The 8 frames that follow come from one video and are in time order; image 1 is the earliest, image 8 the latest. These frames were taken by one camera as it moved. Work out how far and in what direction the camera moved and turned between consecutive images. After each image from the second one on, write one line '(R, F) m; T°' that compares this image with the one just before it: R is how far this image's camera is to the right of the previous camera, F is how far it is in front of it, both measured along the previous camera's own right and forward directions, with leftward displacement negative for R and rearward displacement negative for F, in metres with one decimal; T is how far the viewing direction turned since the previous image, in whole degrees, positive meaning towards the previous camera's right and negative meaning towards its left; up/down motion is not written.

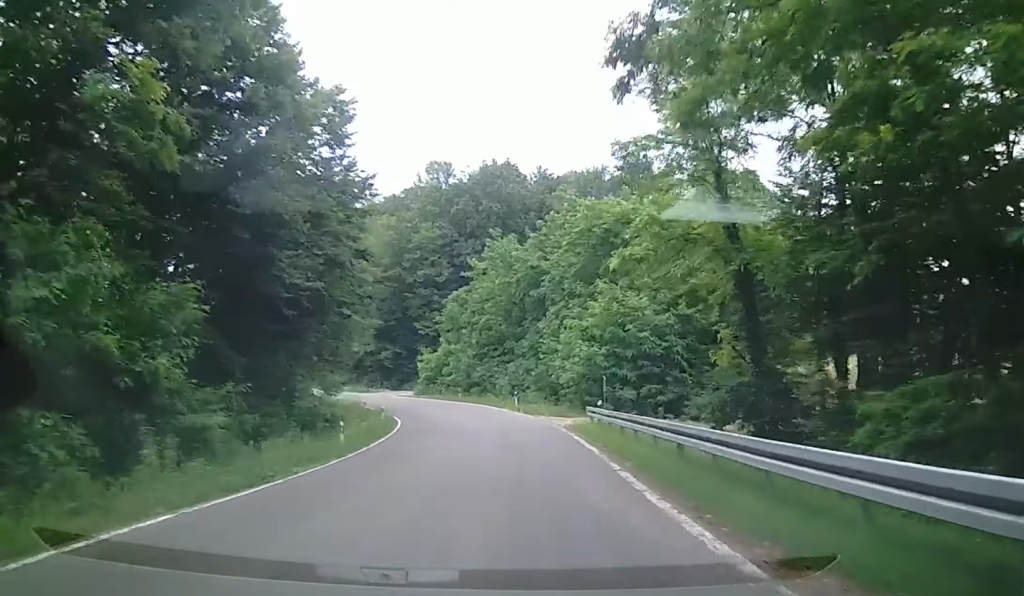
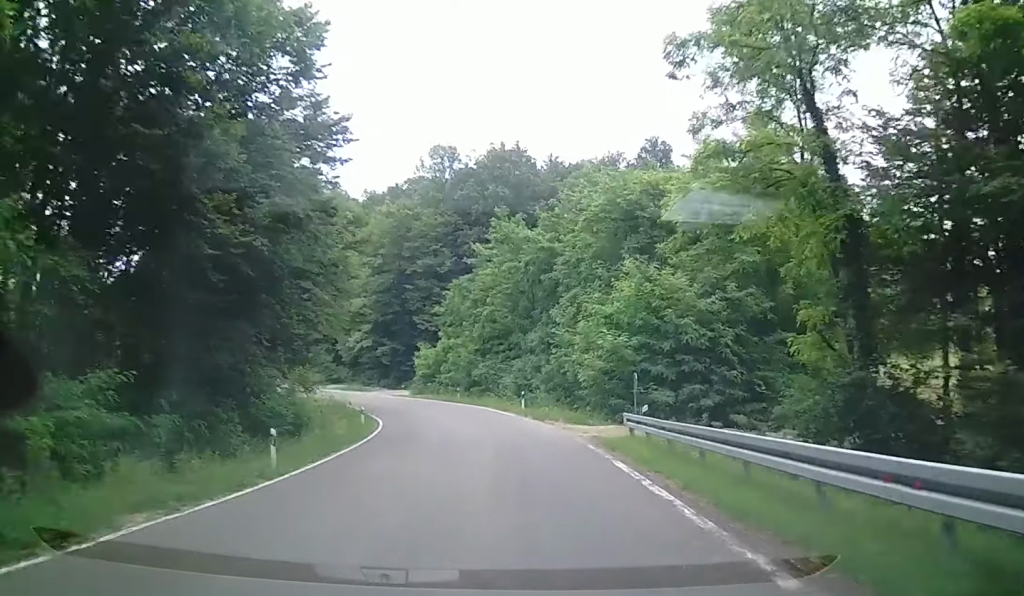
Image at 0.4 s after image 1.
(-0.5, +7.3) m; -4°
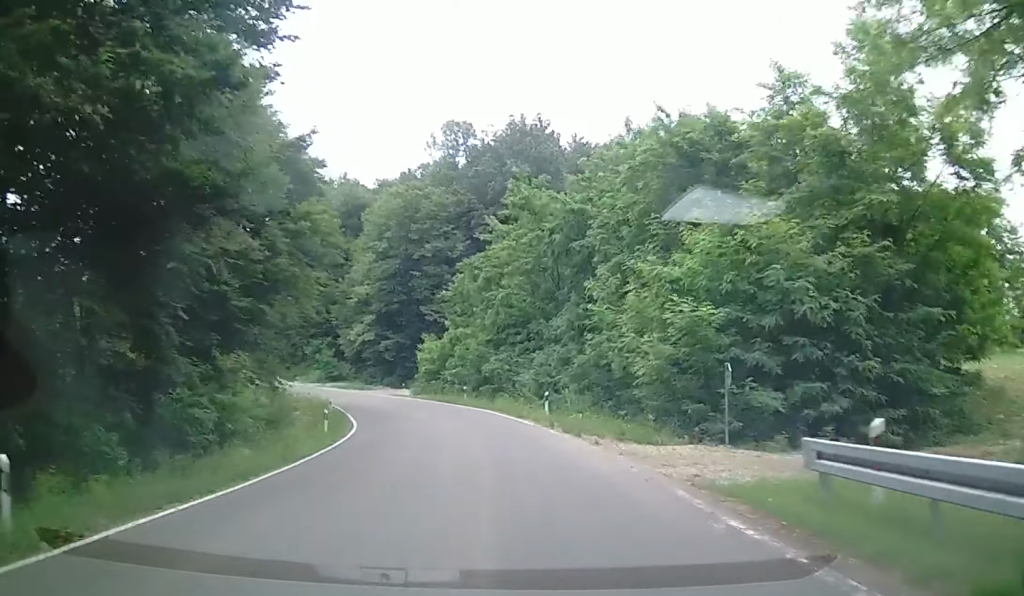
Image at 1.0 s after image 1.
(-0.2, +10.3) m; -5°
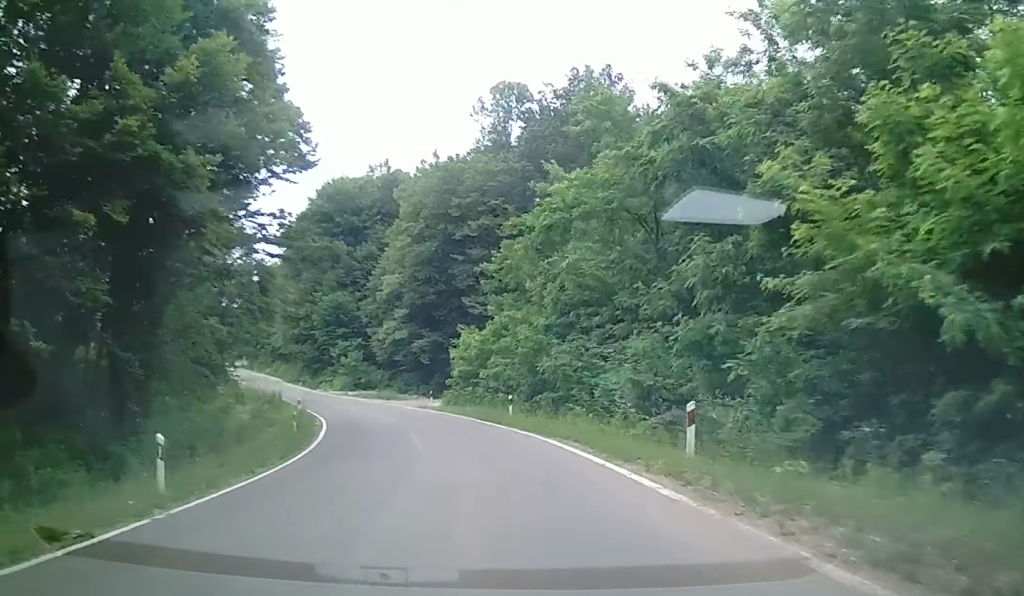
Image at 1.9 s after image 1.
(-1.2, +16.1) m; -8°
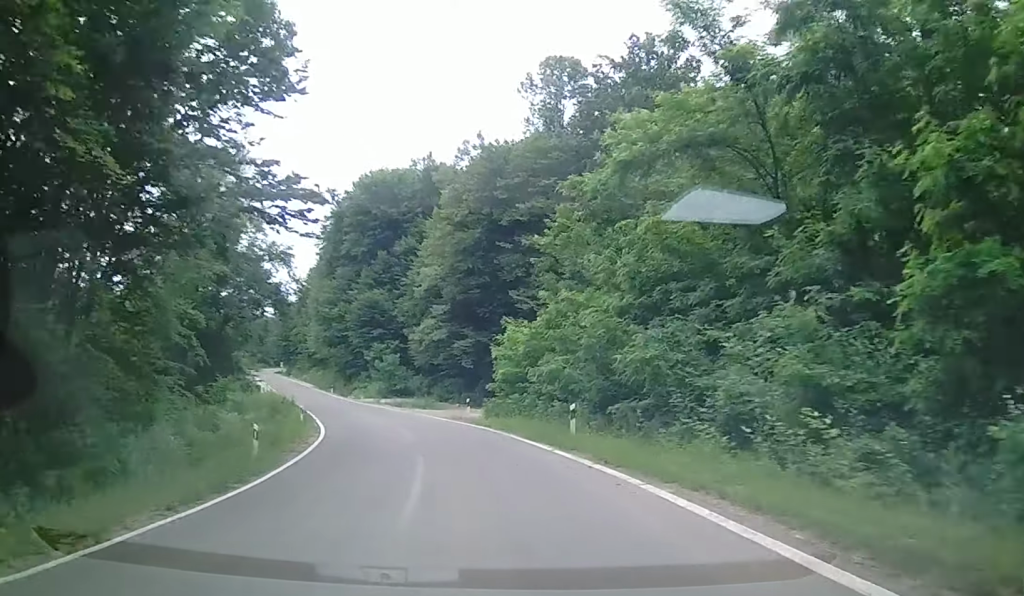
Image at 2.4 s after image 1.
(-0.5, +8.5) m; +1°
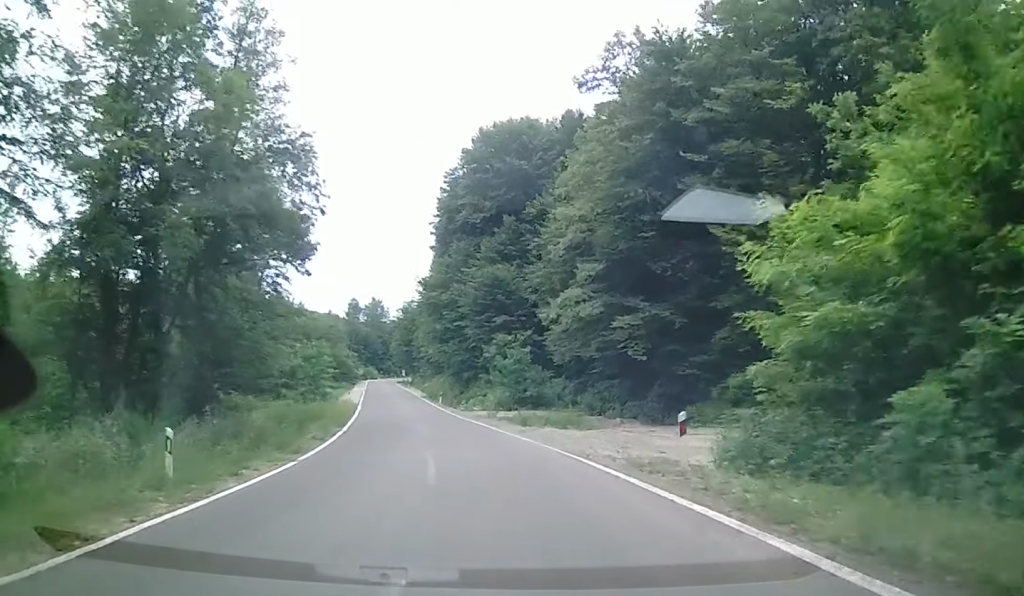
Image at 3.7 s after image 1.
(+1.1, +22.9) m; +2°
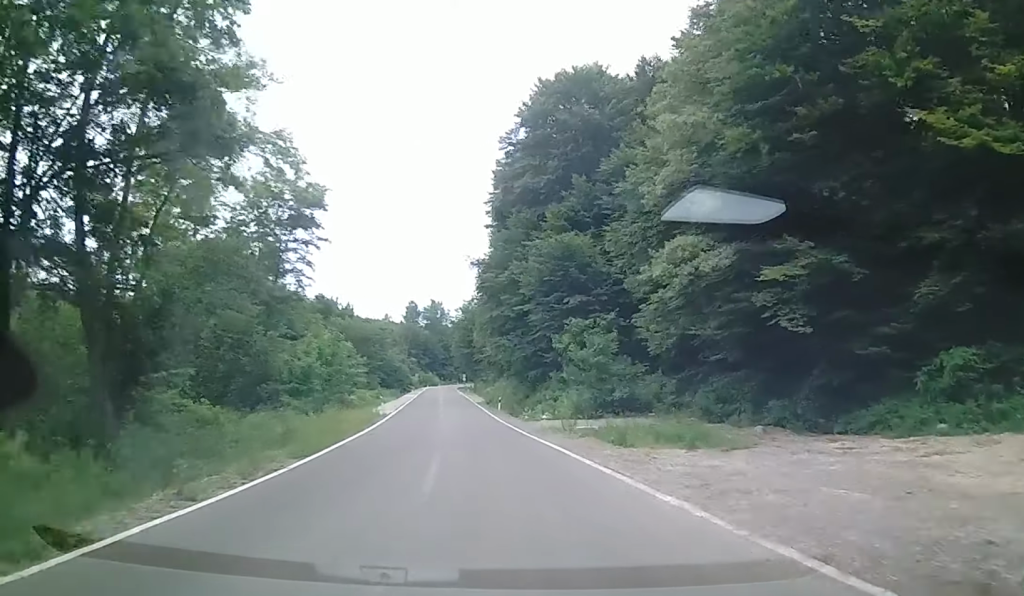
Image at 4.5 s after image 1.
(-0.6, +12.9) m; -10°
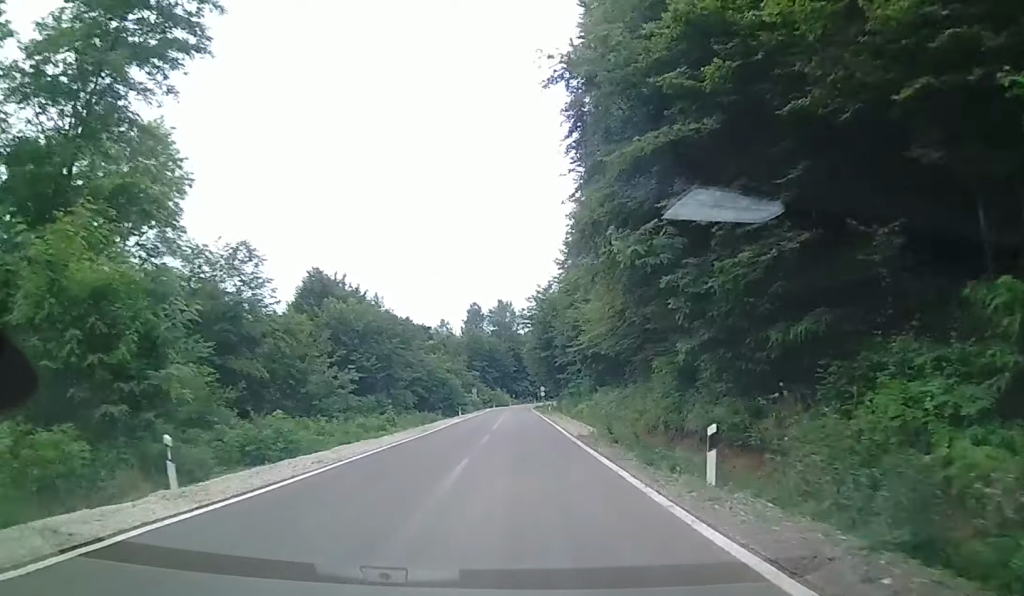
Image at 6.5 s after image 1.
(-11.1, +33.8) m; -34°
